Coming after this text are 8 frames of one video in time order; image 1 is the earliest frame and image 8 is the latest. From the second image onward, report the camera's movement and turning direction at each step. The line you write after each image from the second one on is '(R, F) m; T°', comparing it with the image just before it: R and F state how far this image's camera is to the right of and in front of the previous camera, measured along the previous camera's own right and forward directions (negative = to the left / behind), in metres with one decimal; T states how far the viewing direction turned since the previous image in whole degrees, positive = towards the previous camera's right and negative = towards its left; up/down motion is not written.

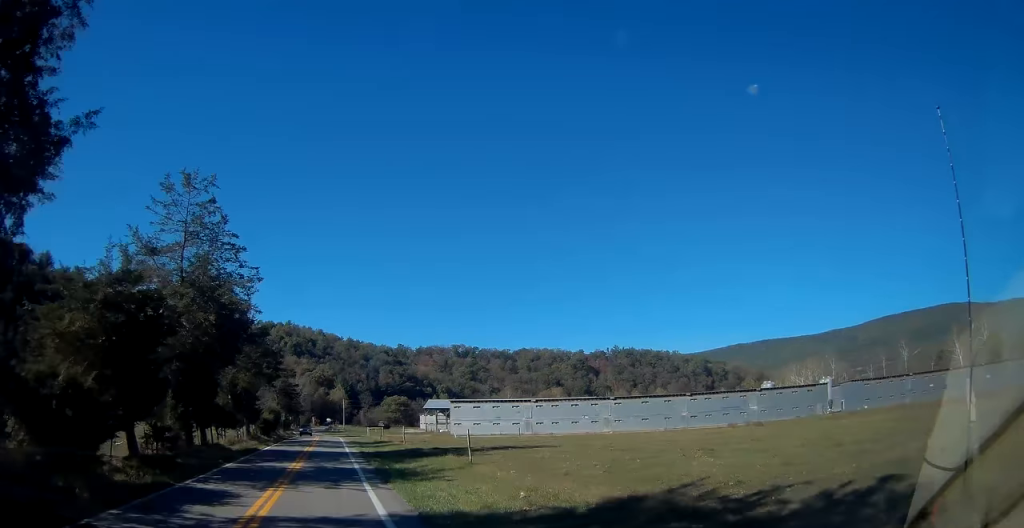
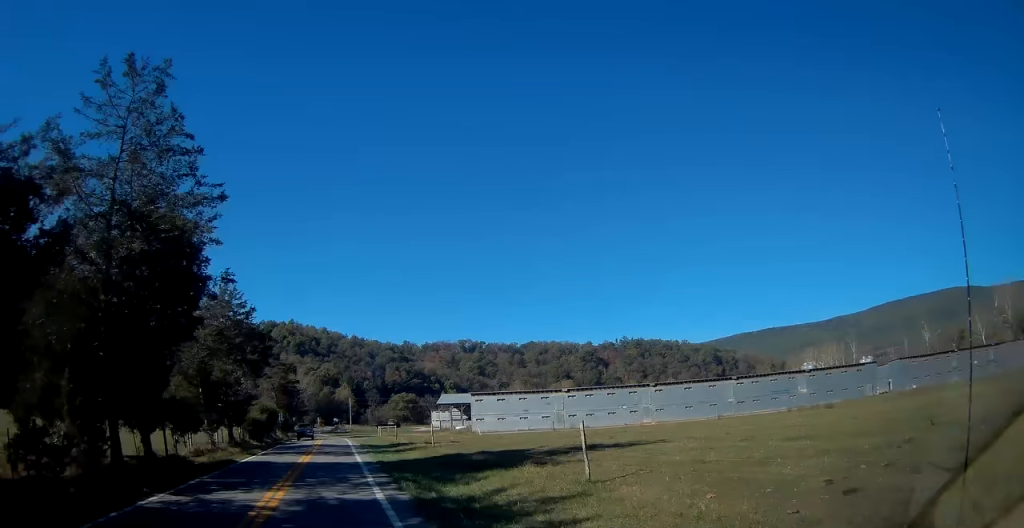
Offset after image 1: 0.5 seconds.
(0.0, +10.6) m; 0°
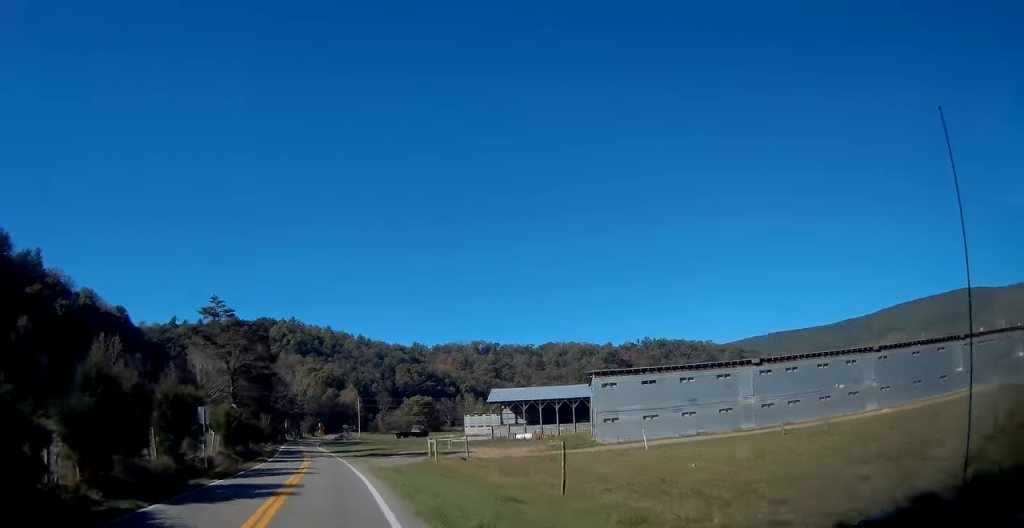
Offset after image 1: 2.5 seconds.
(-0.1, +39.0) m; -1°
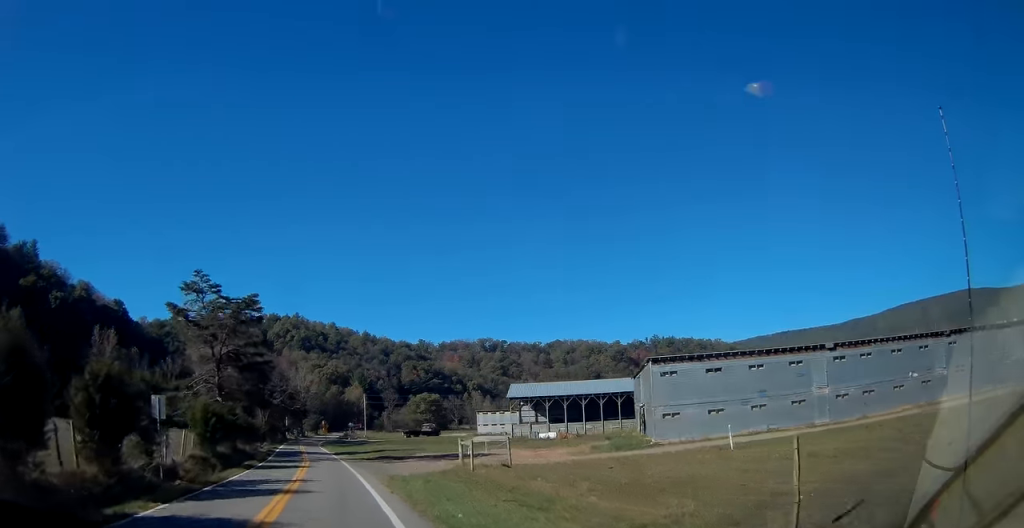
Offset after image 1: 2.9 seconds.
(0.0, +7.9) m; -1°
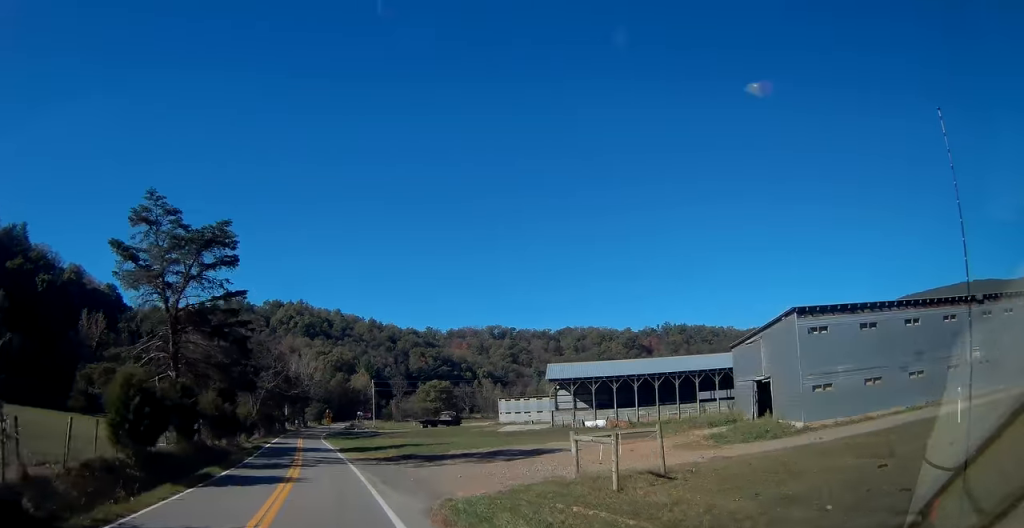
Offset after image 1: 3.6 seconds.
(-0.2, +13.1) m; -1°
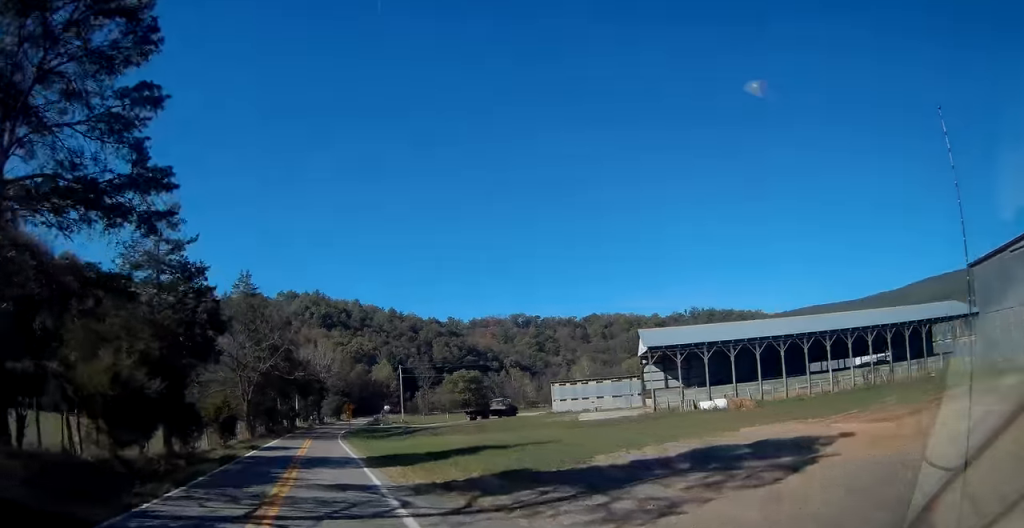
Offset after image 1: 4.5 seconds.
(-0.4, +18.5) m; -1°
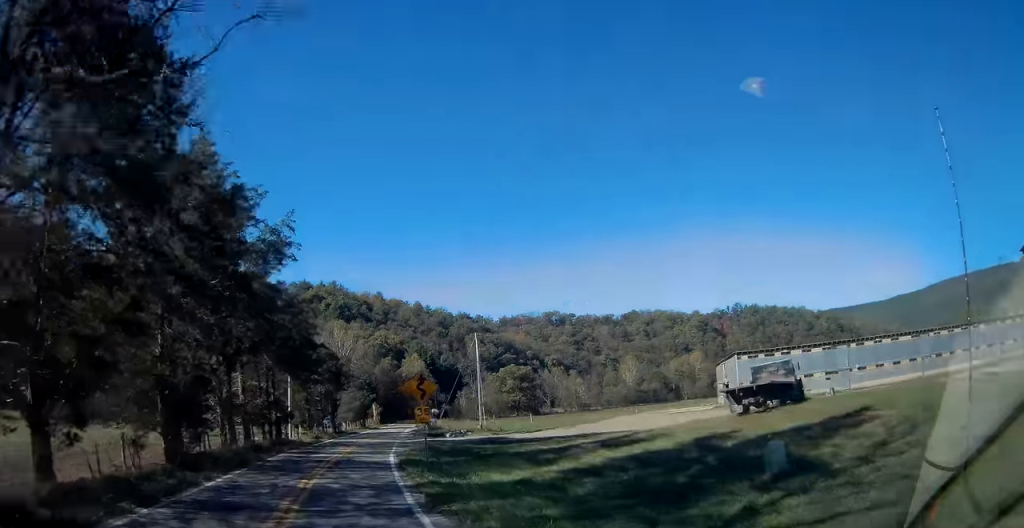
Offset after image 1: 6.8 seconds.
(-0.9, +43.4) m; -2°
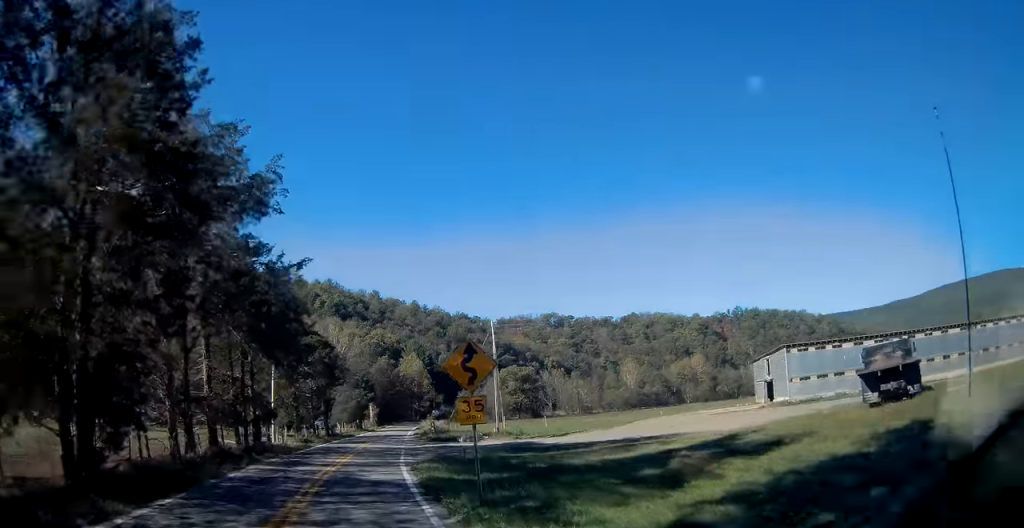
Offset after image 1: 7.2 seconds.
(0.0, +8.1) m; +1°
